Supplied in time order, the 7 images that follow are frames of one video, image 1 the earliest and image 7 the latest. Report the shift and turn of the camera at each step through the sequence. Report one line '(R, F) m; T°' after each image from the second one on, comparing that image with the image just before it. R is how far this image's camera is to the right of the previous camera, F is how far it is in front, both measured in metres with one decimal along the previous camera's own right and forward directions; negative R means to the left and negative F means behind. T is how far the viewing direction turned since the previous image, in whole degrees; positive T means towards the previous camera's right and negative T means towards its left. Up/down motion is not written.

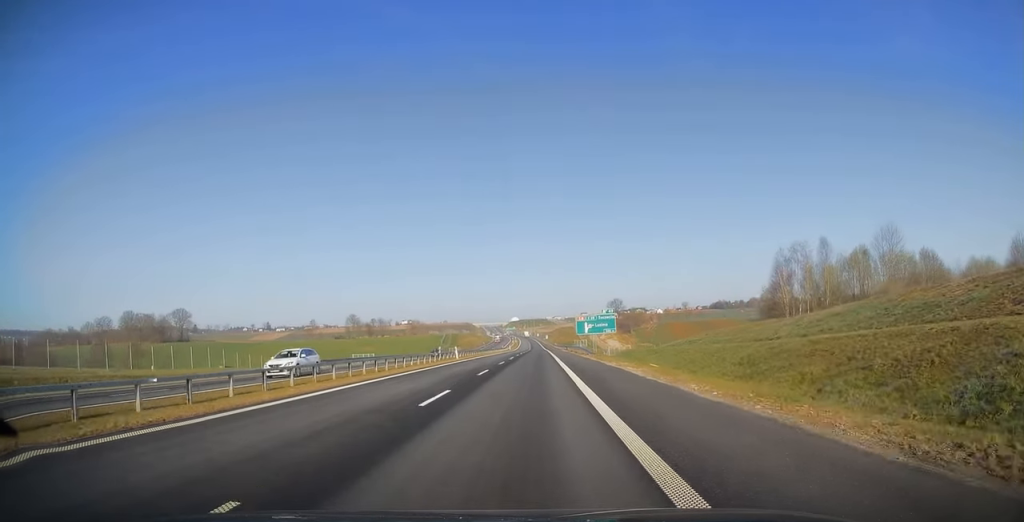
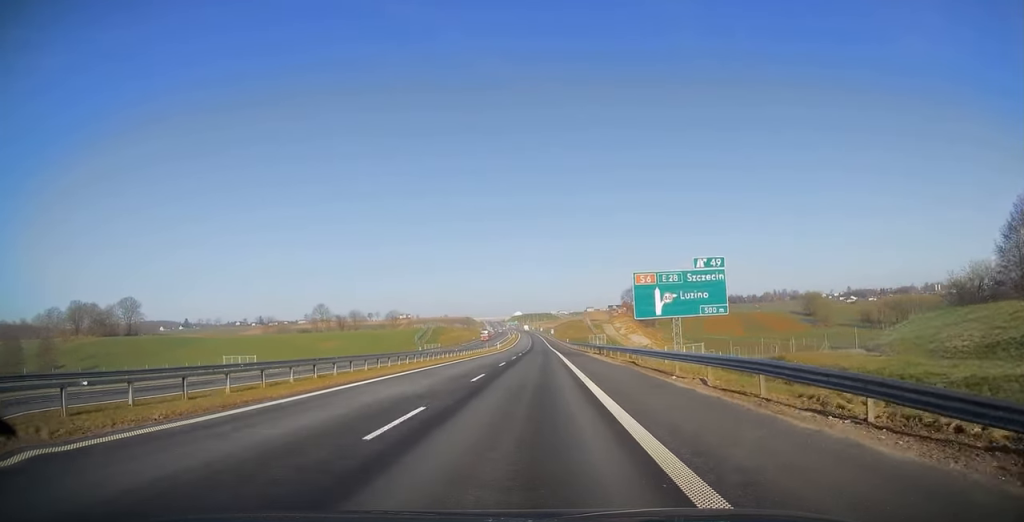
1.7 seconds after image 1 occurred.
(+0.3, +52.4) m; 0°
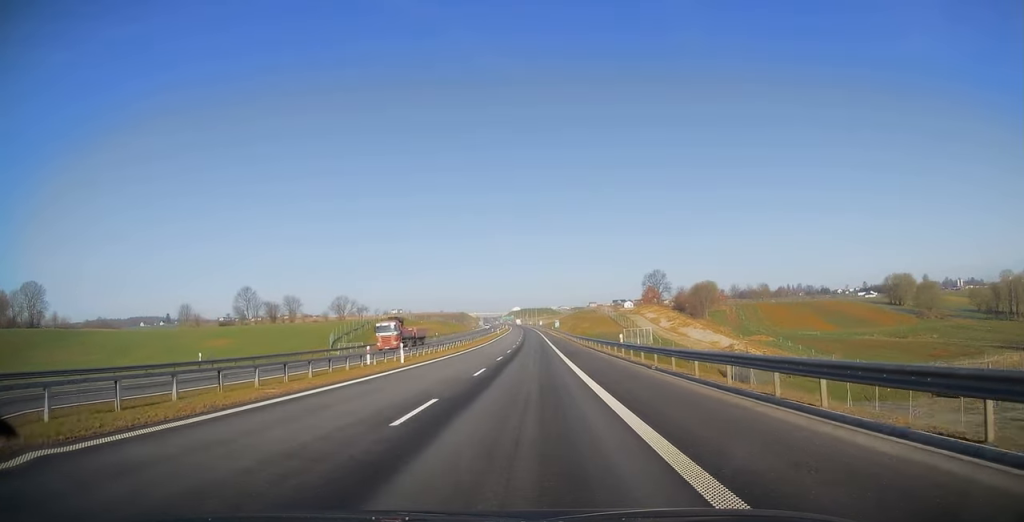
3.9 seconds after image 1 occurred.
(-0.1, +70.4) m; 0°
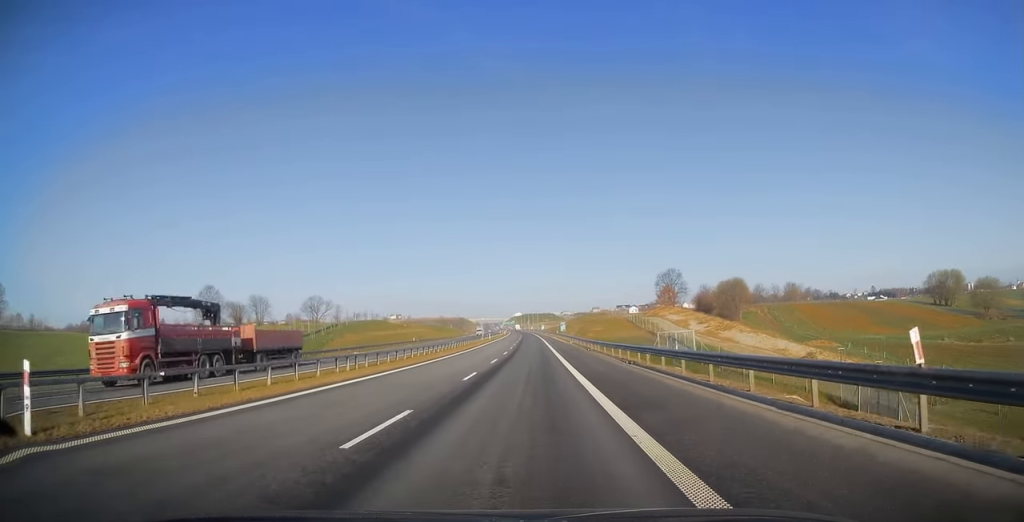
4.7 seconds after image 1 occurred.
(-0.3, +25.9) m; 0°
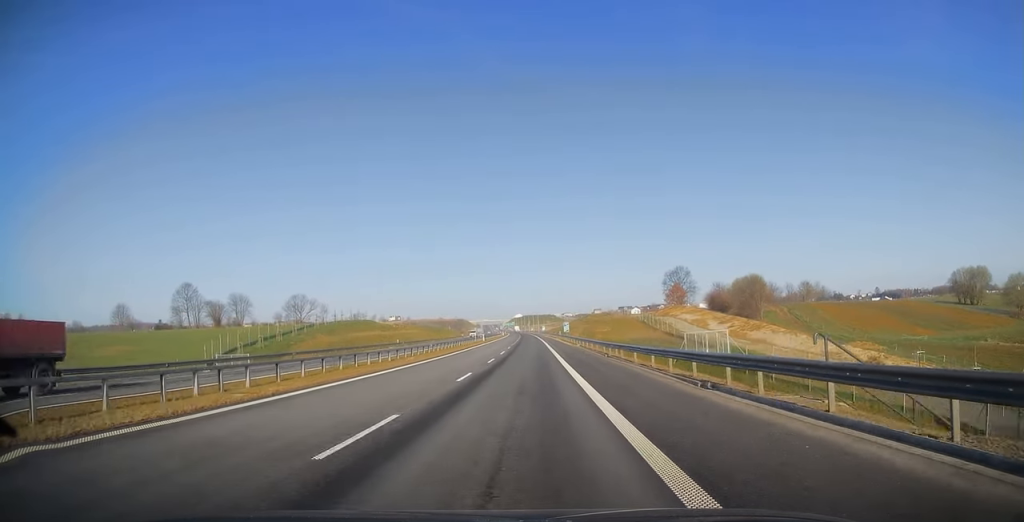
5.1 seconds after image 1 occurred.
(+0.1, +12.6) m; 0°
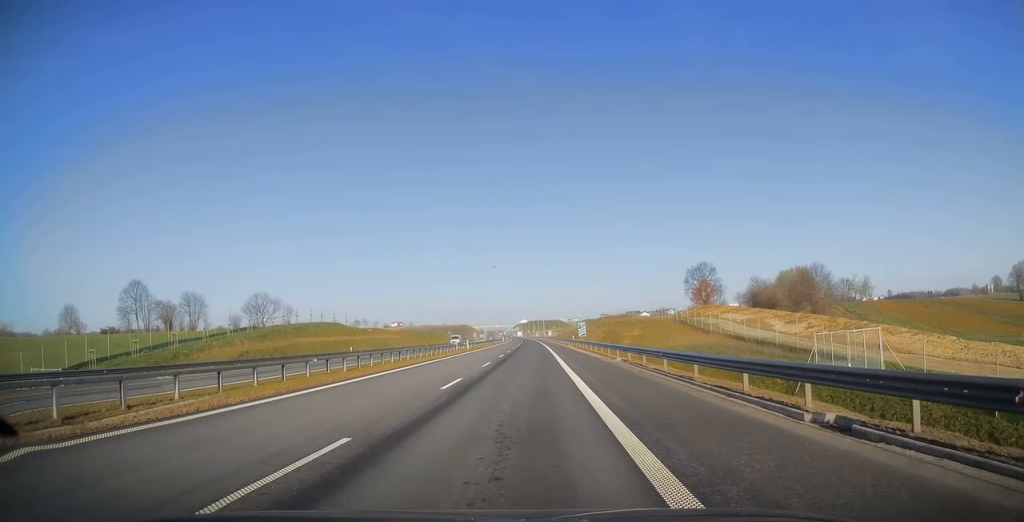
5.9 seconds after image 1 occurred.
(+0.1, +26.3) m; -1°
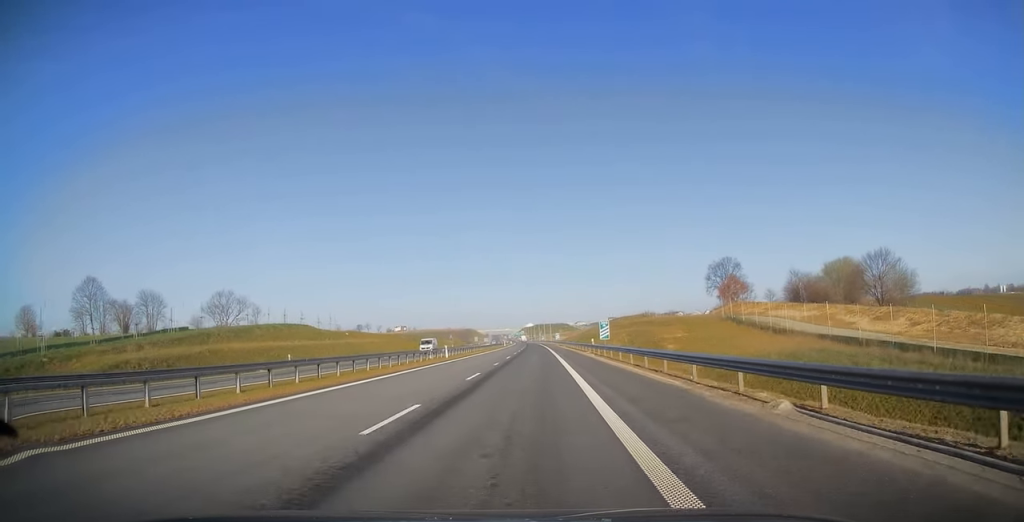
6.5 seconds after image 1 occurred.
(-0.5, +19.4) m; 0°
